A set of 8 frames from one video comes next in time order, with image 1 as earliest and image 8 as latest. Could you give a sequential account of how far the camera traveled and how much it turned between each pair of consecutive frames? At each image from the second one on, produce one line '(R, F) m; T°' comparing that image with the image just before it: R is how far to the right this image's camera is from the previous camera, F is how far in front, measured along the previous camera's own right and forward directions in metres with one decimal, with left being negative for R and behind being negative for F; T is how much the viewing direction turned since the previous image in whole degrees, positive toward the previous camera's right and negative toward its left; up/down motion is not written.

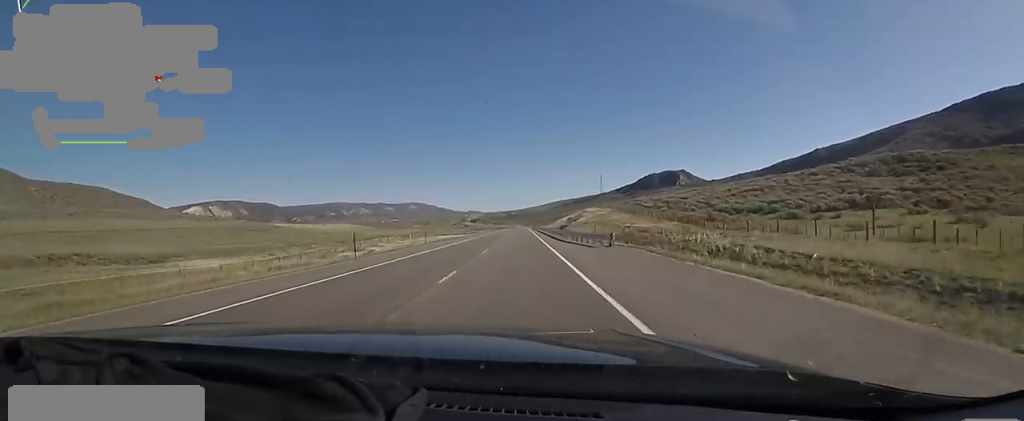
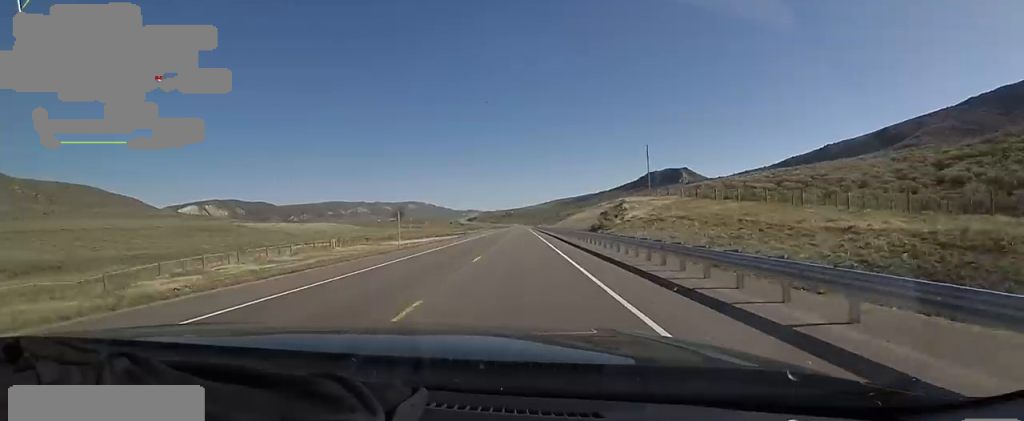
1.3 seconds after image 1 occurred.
(-1.1, +41.7) m; -2°
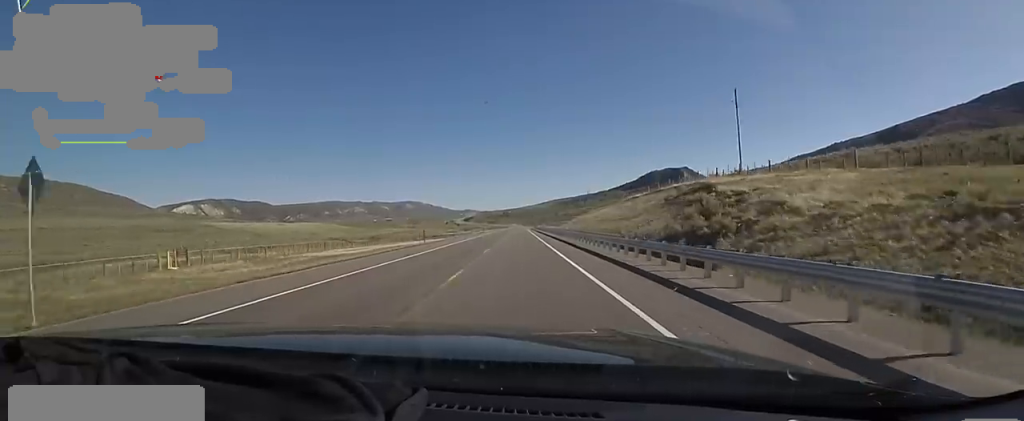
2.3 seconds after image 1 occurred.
(+0.1, +30.1) m; +2°
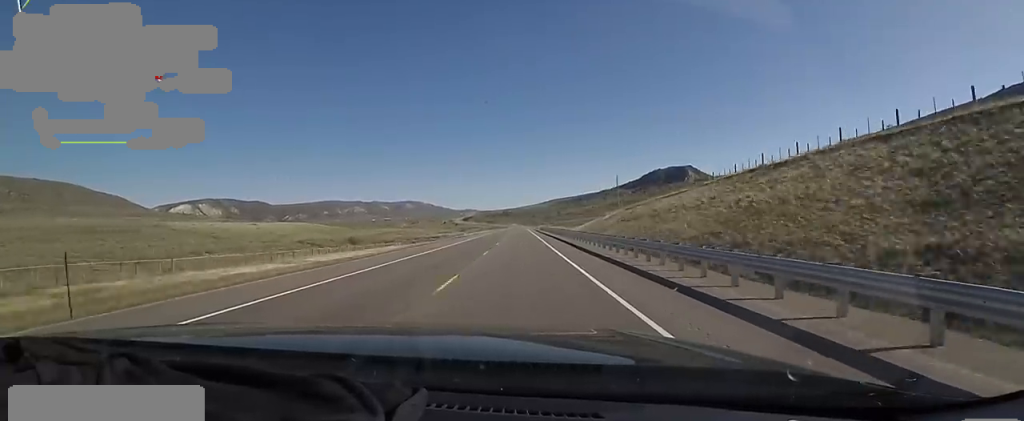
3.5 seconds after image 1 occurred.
(+0.7, +37.6) m; -1°
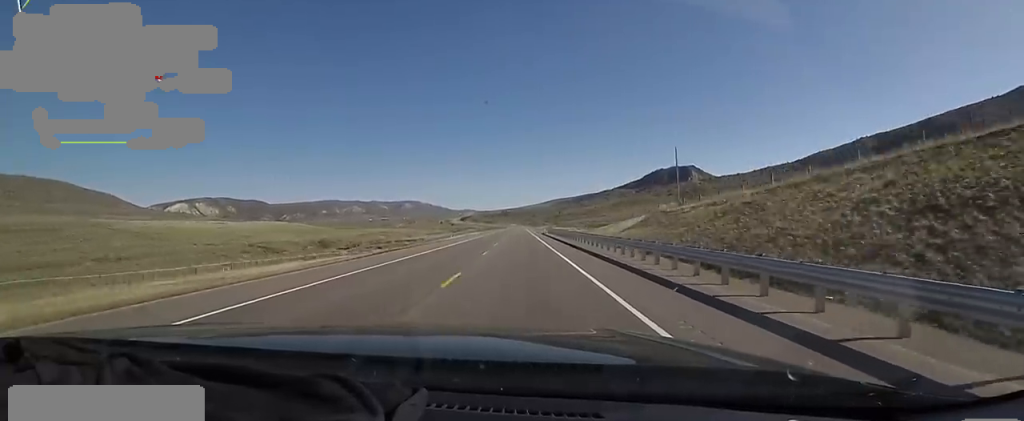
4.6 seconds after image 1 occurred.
(-0.9, +35.9) m; -1°
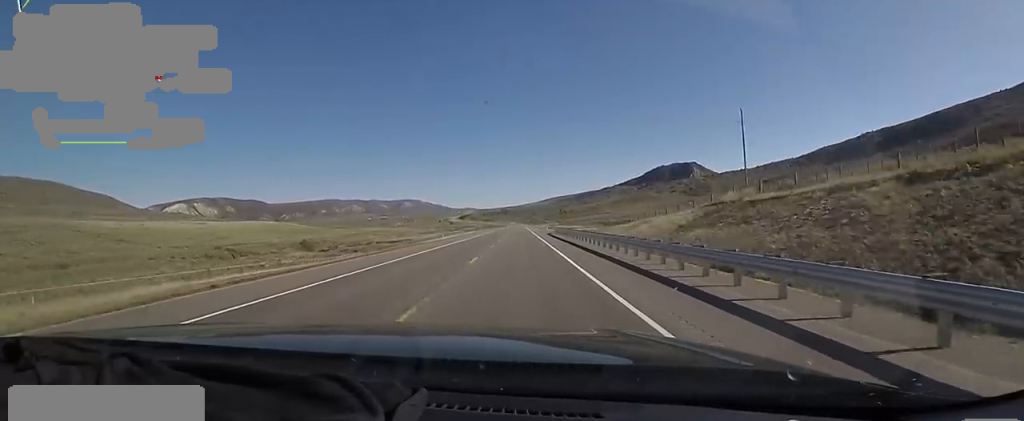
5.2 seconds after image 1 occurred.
(-0.2, +18.1) m; +1°
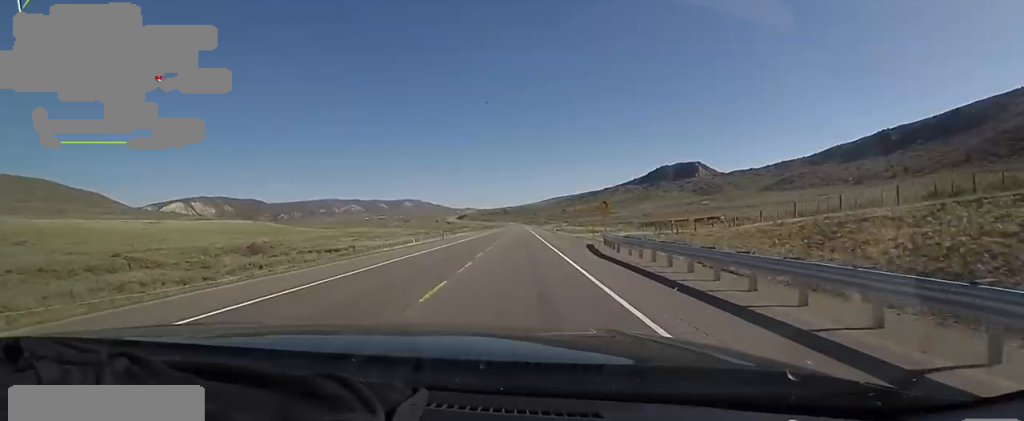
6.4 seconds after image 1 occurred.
(+0.8, +39.1) m; 0°
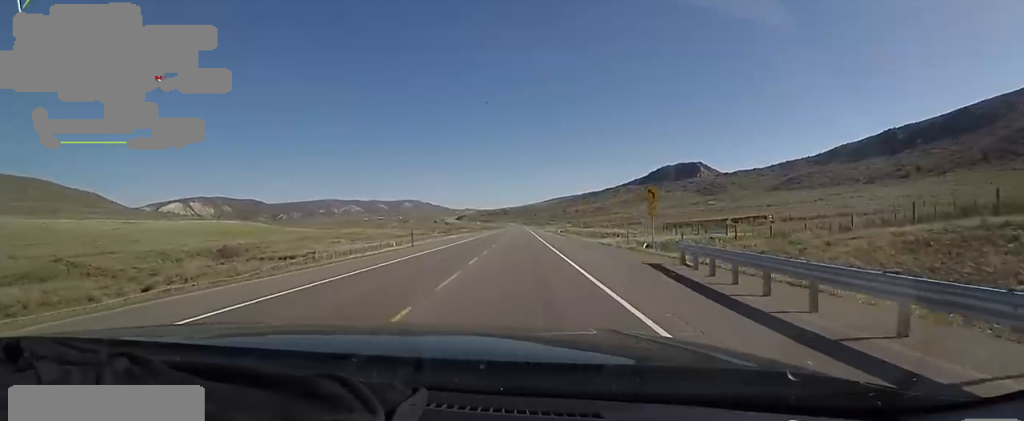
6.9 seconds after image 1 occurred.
(-0.6, +15.8) m; 0°
